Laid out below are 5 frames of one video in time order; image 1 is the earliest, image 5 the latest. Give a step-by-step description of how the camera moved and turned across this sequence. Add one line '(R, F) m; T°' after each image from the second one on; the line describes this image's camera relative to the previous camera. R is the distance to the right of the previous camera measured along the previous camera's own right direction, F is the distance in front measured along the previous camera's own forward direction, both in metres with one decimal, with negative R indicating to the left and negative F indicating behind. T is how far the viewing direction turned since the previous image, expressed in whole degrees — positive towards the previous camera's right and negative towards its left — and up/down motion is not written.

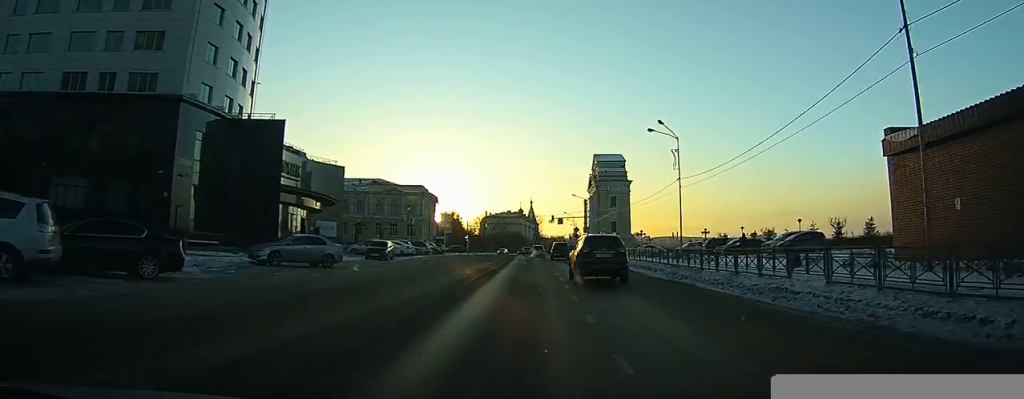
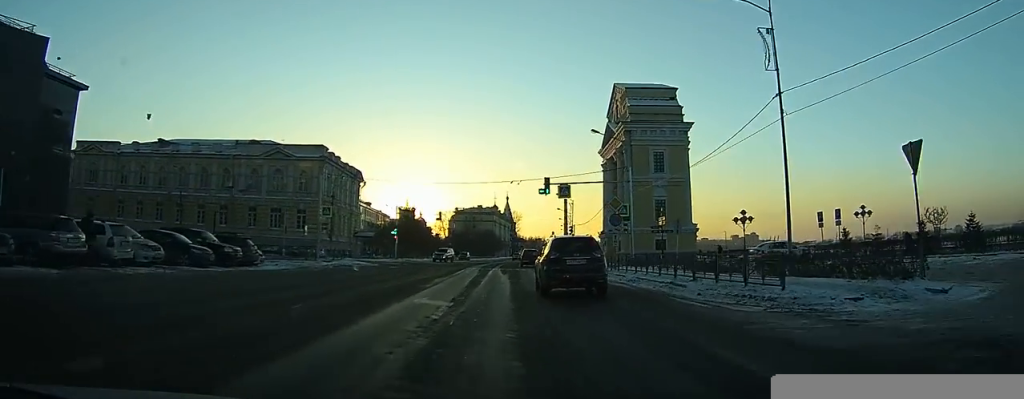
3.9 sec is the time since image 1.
(+0.5, +50.8) m; 0°
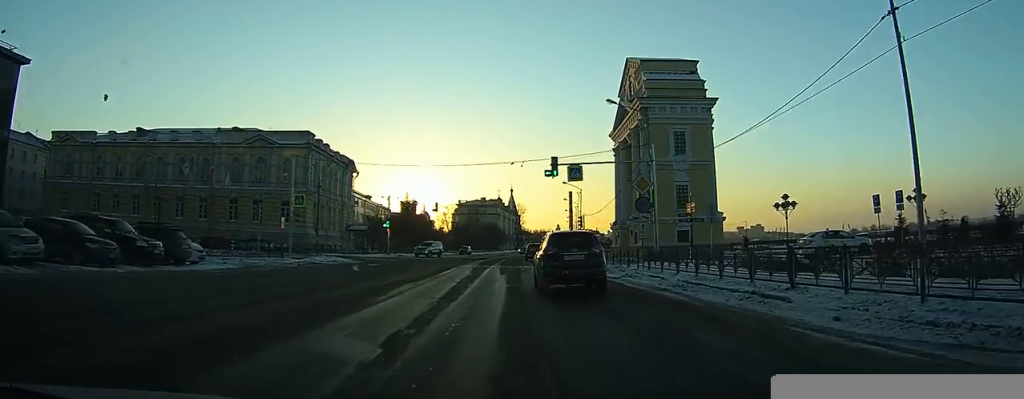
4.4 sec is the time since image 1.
(0.0, +6.8) m; 0°
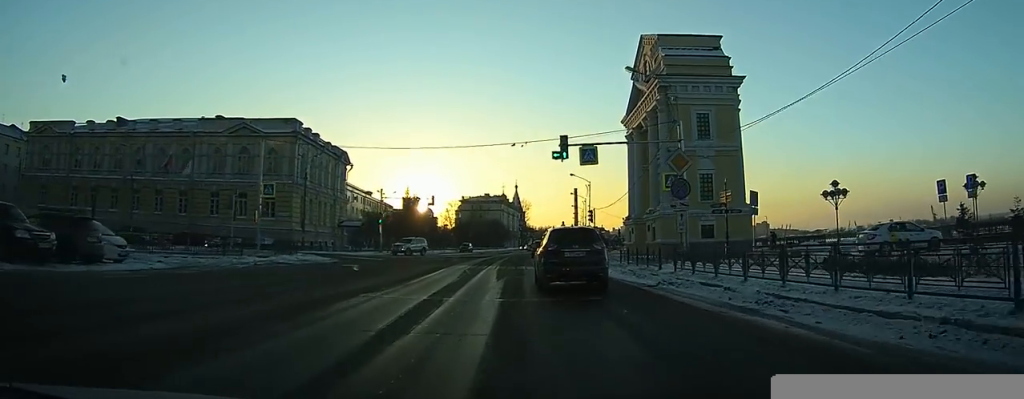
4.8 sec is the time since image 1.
(0.0, +5.9) m; 0°
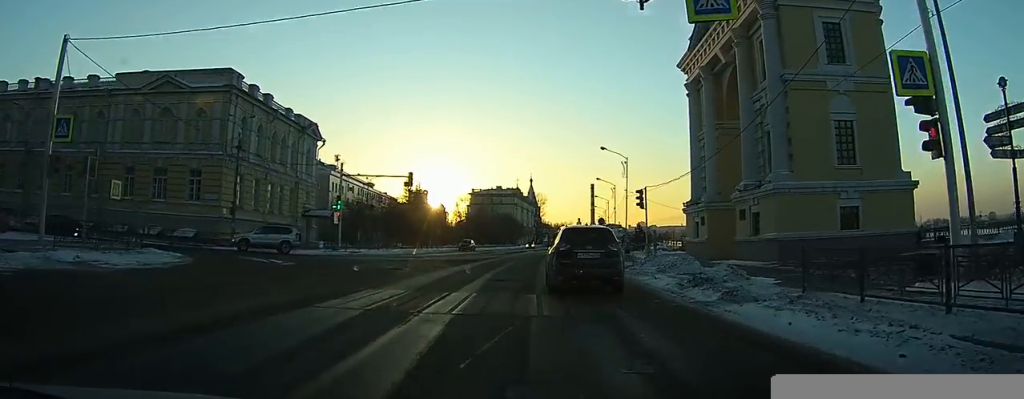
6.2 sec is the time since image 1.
(+0.1, +19.1) m; +1°
